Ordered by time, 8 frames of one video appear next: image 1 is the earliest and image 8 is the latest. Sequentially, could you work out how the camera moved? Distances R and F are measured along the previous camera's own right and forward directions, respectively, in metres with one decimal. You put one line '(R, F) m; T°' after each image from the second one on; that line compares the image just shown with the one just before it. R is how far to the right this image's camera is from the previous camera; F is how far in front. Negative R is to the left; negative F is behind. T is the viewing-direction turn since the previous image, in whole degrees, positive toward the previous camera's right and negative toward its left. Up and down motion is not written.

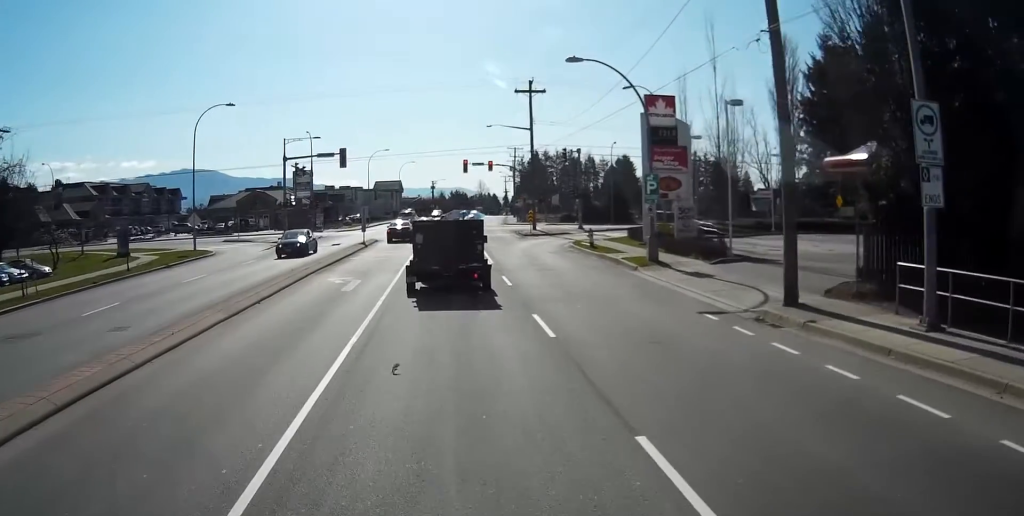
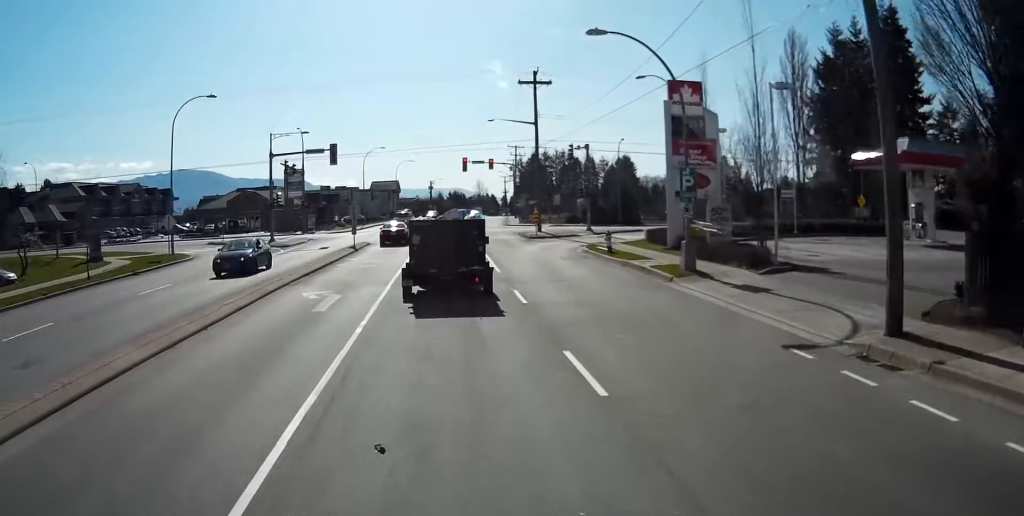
(0.0, +4.9) m; 0°
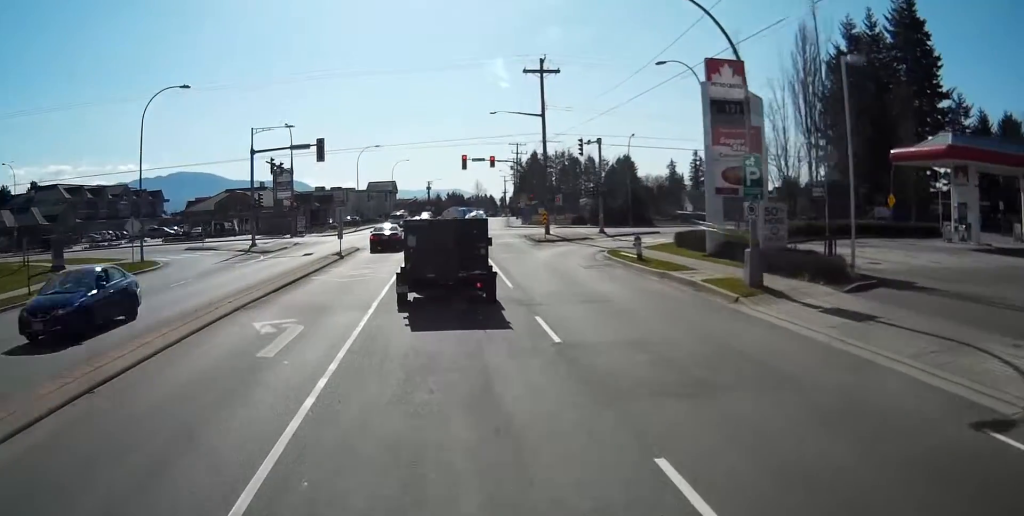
(0.0, +6.0) m; -1°
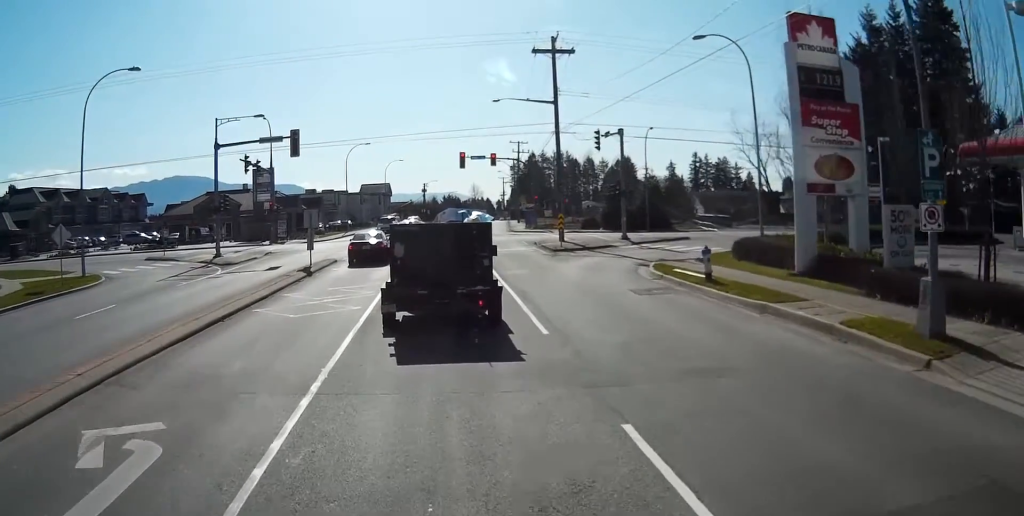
(-0.1, +9.0) m; -2°
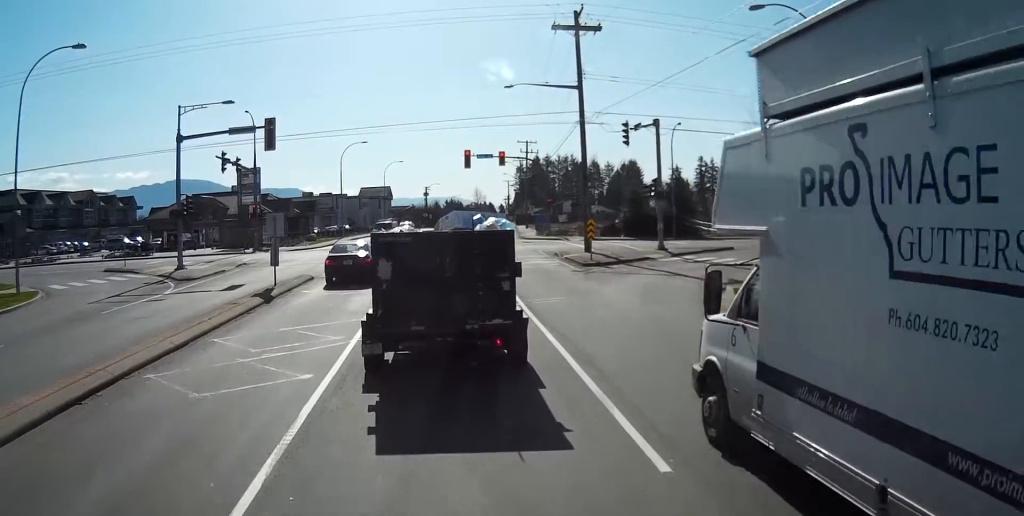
(-0.1, +8.5) m; +1°
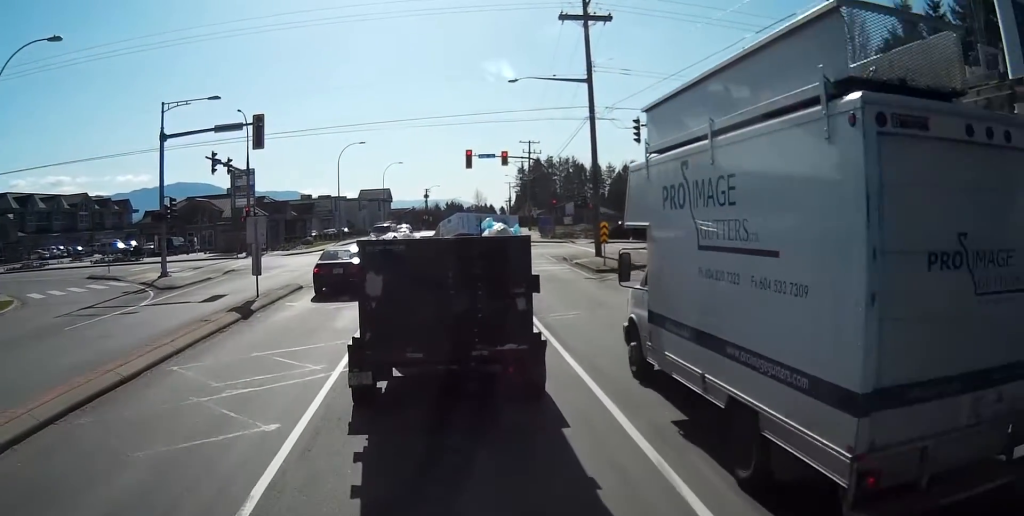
(0.0, +2.9) m; +1°
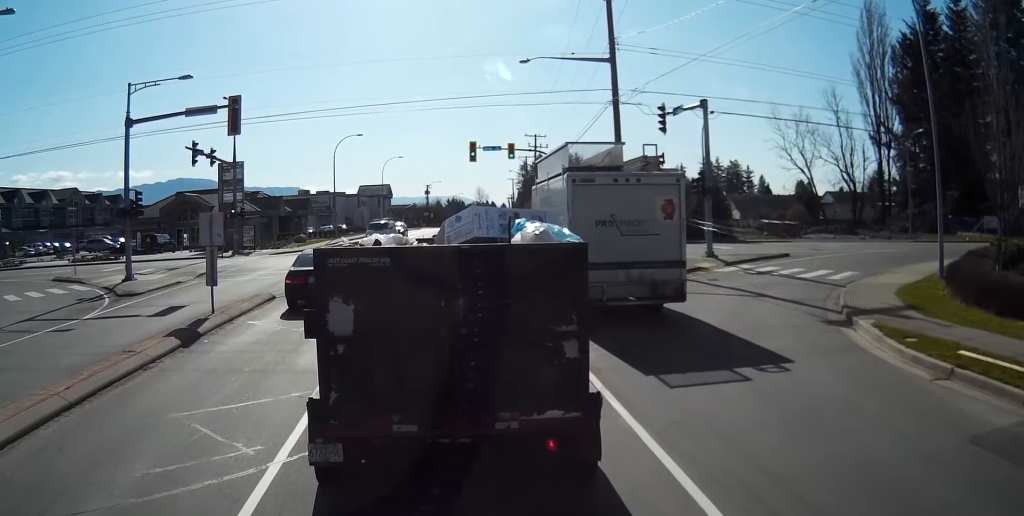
(+0.1, +6.2) m; +1°
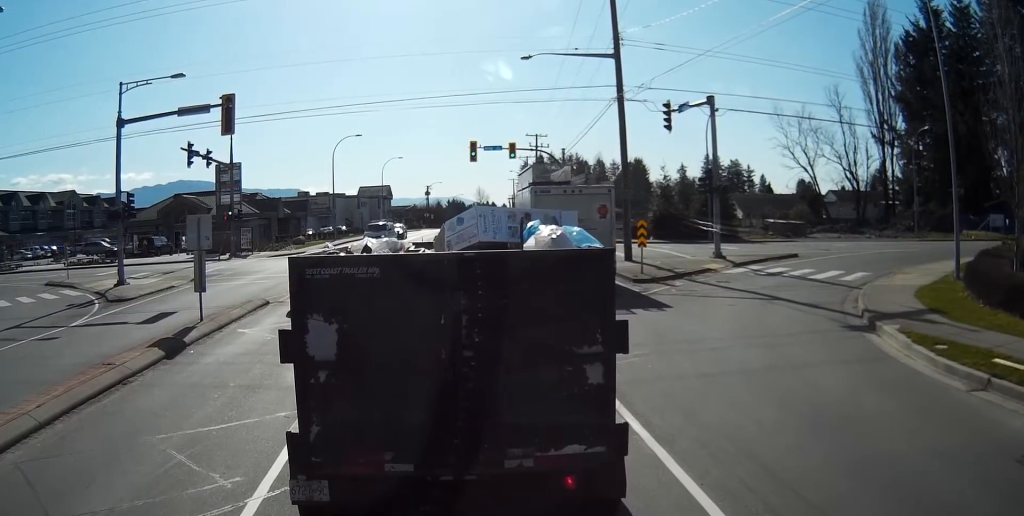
(-0.1, +1.1) m; 0°
